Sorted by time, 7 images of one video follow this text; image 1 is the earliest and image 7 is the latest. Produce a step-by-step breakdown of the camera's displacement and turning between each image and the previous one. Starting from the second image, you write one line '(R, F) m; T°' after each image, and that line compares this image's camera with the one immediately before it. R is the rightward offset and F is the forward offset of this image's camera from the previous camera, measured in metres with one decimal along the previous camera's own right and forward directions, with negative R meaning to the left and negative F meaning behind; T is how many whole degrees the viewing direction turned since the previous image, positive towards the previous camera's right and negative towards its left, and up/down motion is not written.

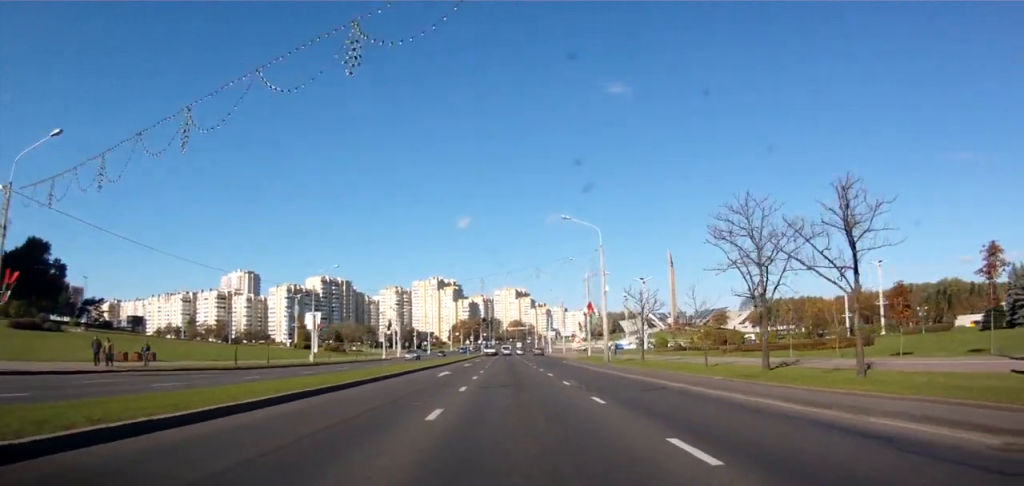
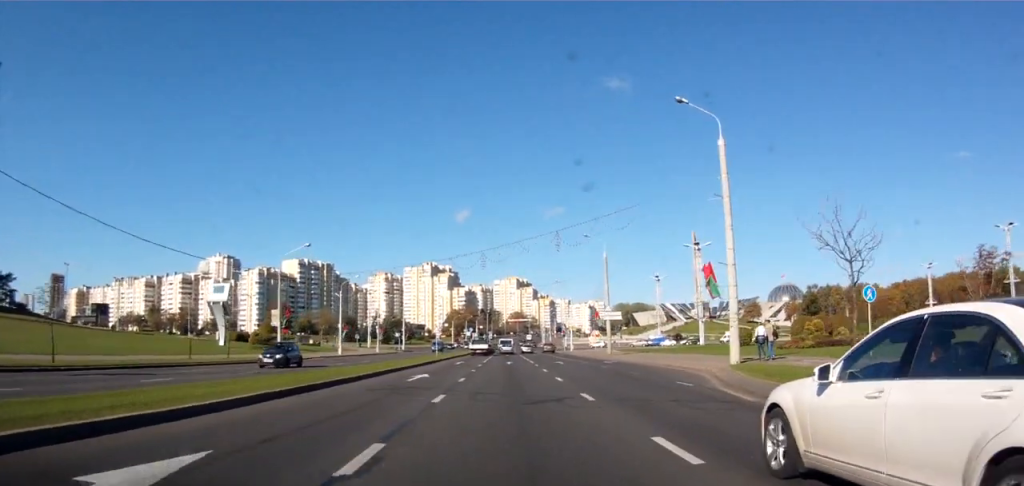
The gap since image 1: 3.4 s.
(+0.4, +47.4) m; -1°
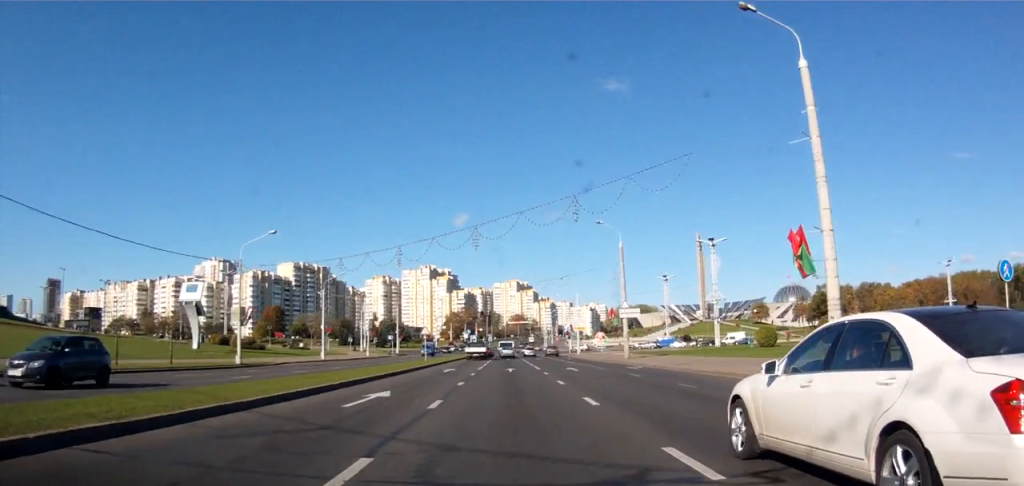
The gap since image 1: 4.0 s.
(-0.2, +8.7) m; -1°
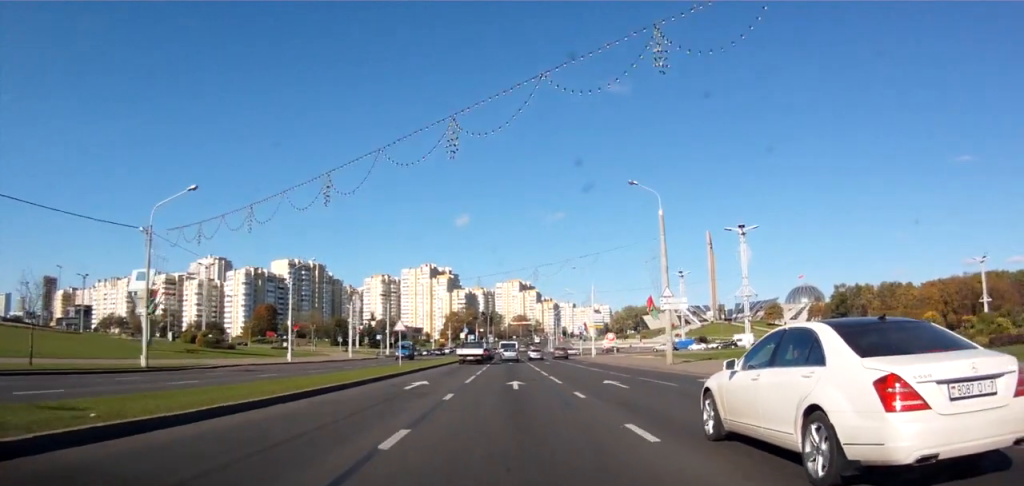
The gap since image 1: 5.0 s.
(+0.1, +13.4) m; +3°
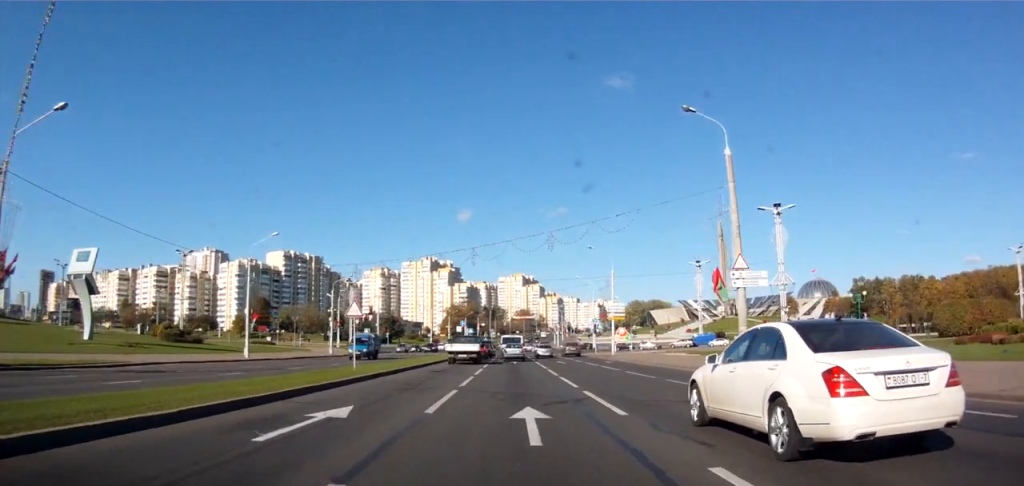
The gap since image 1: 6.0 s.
(+0.5, +12.4) m; -1°
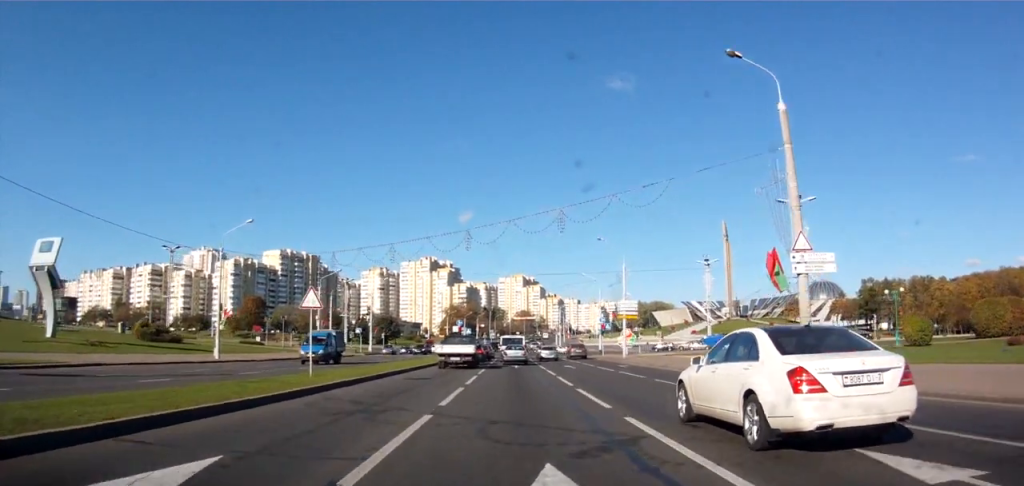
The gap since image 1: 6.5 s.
(-0.3, +6.6) m; -1°
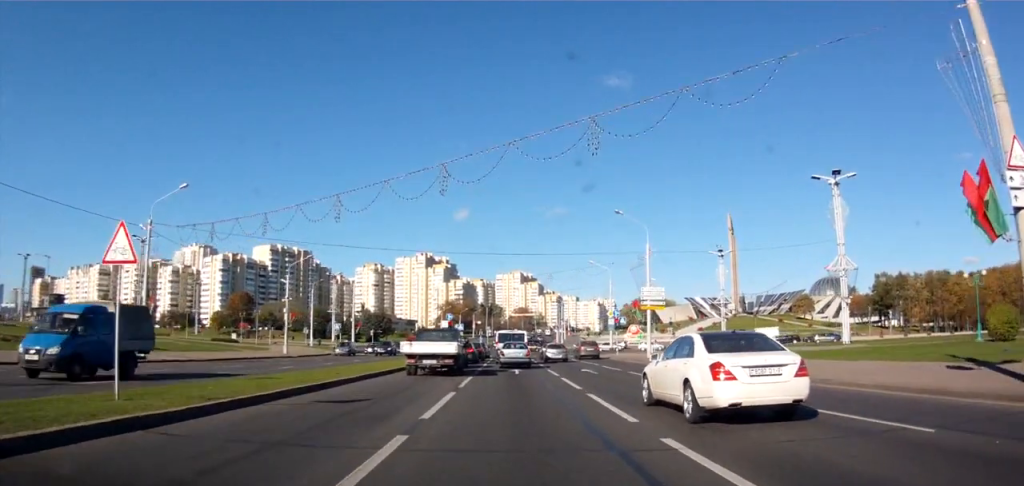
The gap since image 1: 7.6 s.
(-0.2, +11.5) m; +2°
